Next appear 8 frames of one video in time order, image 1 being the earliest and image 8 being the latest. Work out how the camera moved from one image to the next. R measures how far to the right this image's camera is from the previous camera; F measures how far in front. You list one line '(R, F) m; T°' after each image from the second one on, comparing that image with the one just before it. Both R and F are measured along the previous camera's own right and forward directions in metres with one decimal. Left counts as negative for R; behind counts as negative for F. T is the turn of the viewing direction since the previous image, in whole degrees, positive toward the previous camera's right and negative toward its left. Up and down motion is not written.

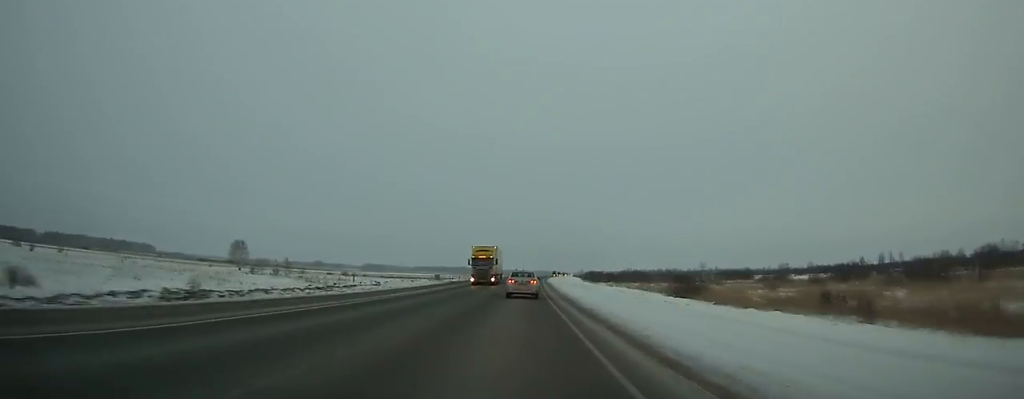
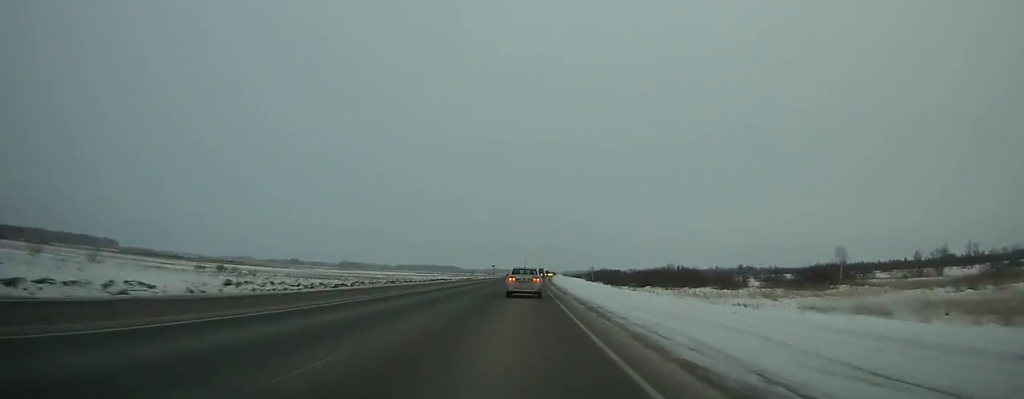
(+1.1, +79.4) m; +2°
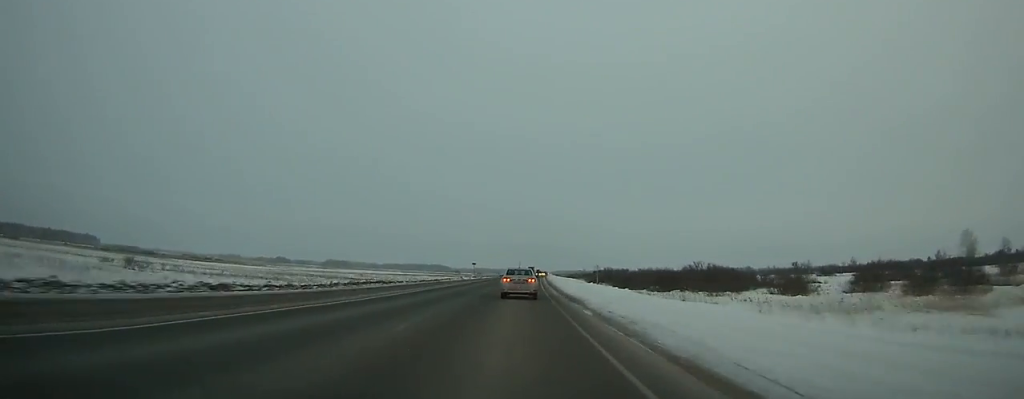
(+0.1, +31.3) m; +1°
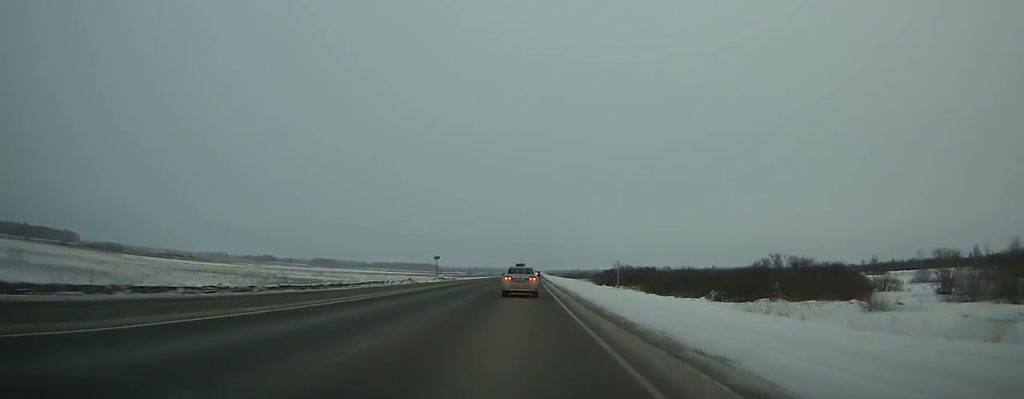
(+0.3, +39.6) m; +1°
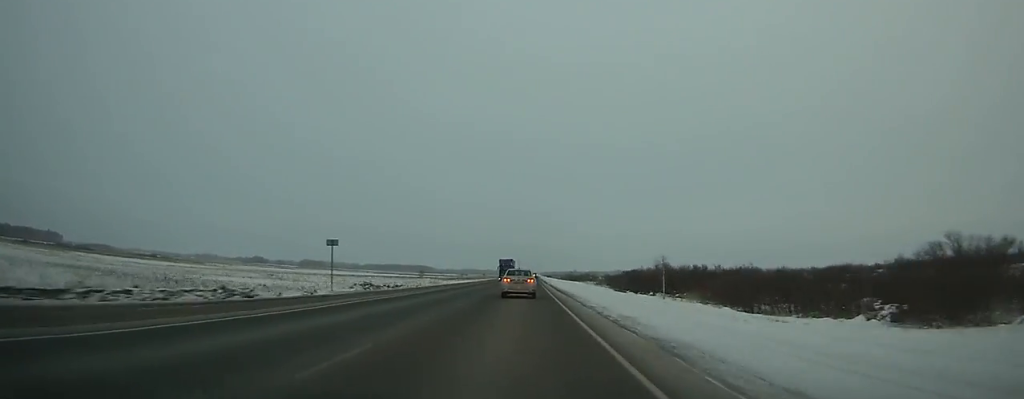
(+0.2, +37.3) m; 0°
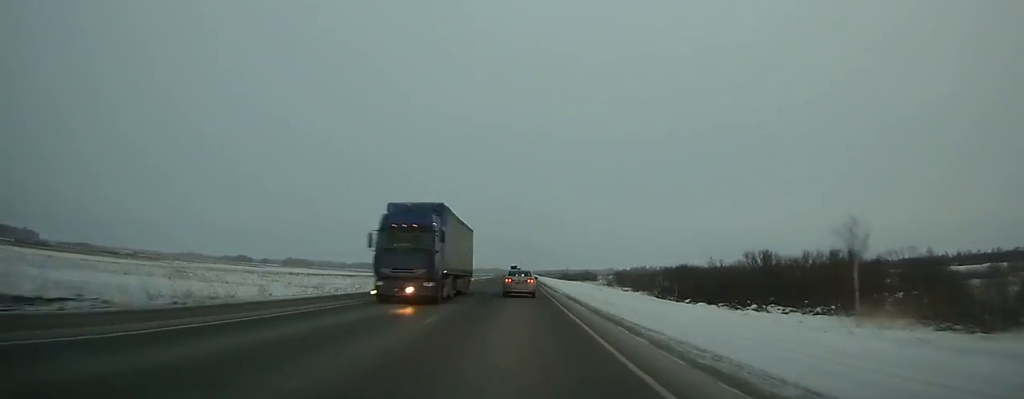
(+0.2, +41.6) m; 0°
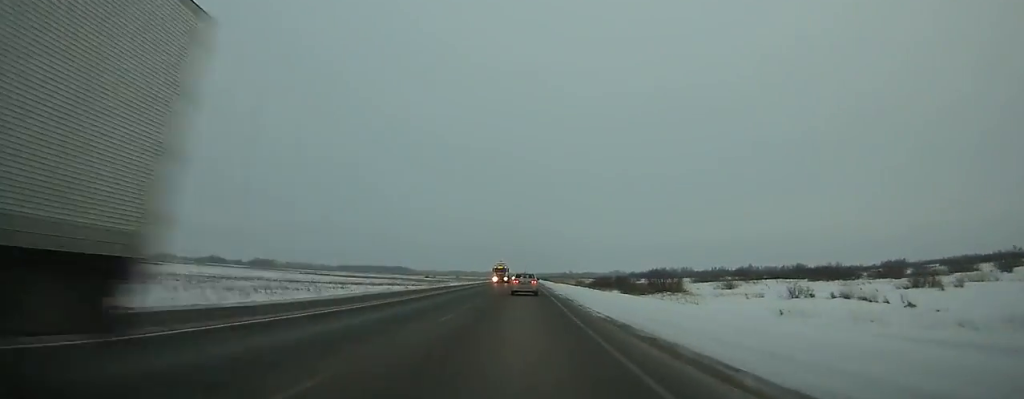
(+0.2, +143.9) m; 0°
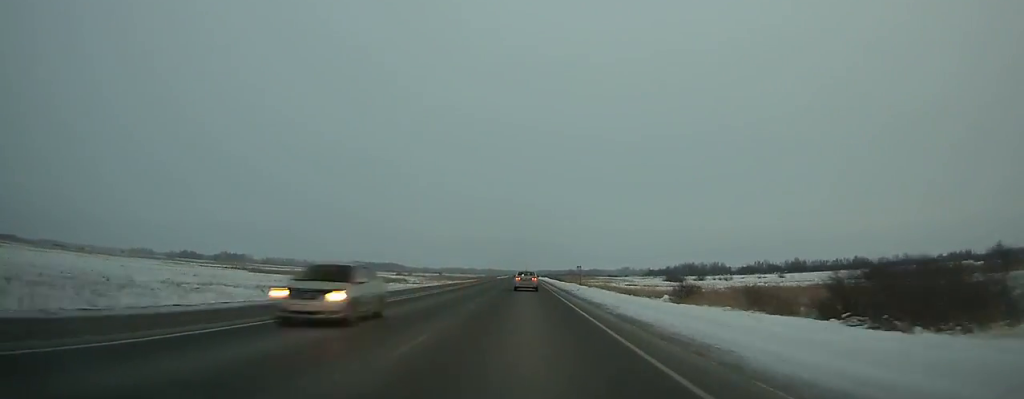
(+0.3, +128.4) m; 0°
